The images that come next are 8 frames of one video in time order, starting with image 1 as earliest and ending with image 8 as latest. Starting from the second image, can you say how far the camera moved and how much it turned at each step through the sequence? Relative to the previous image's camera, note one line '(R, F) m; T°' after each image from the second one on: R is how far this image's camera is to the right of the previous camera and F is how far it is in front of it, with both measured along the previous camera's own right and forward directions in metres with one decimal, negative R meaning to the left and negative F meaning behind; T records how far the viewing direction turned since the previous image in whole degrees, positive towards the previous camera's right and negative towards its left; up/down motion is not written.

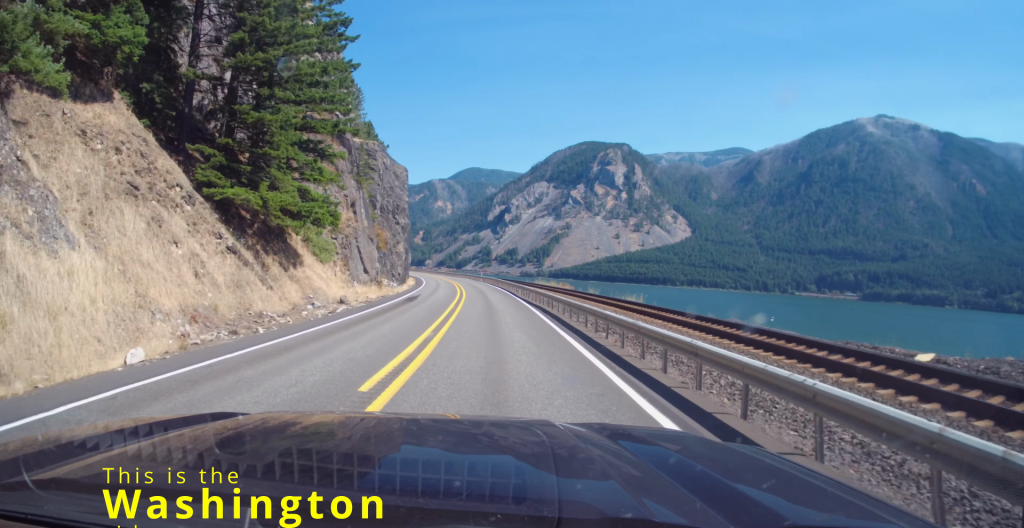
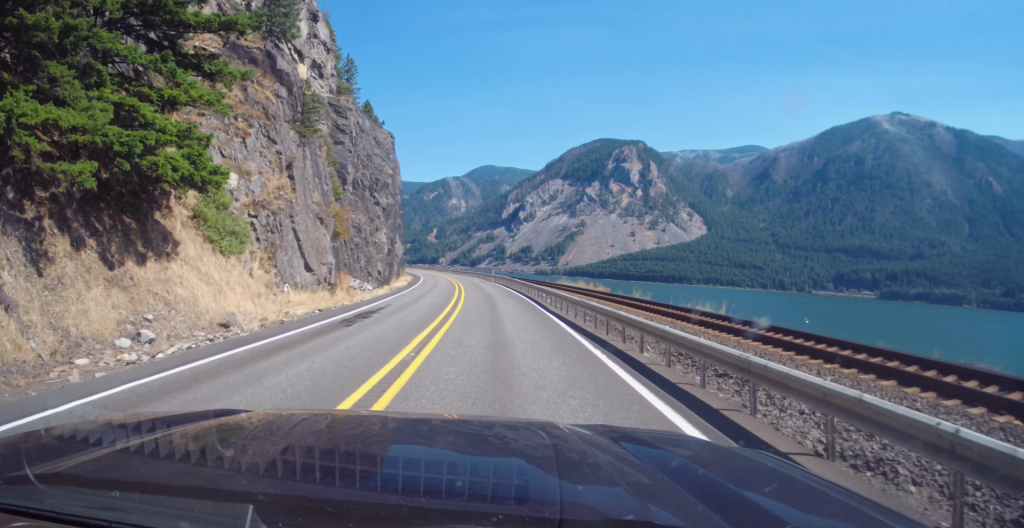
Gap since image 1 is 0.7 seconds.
(-0.1, +17.6) m; -1°
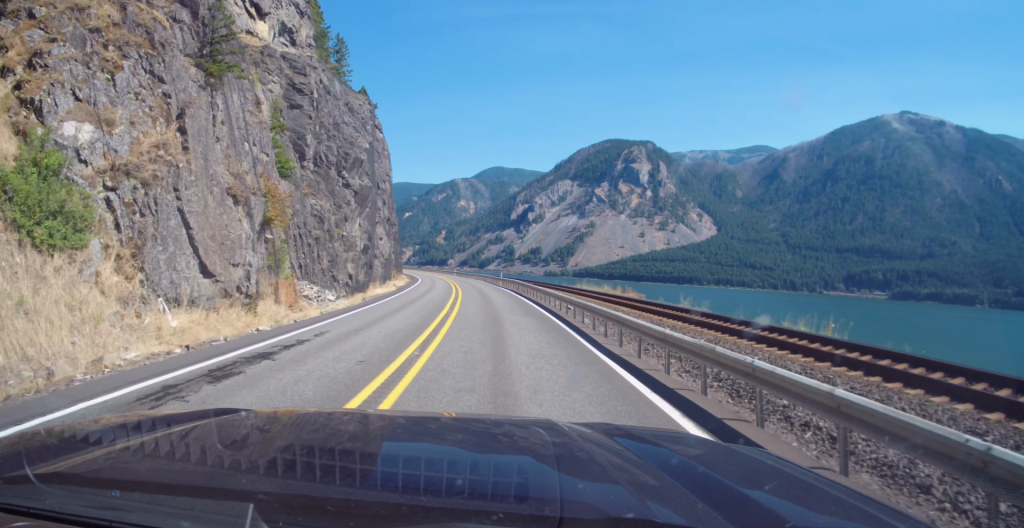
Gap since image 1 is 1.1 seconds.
(-0.2, +11.7) m; -1°
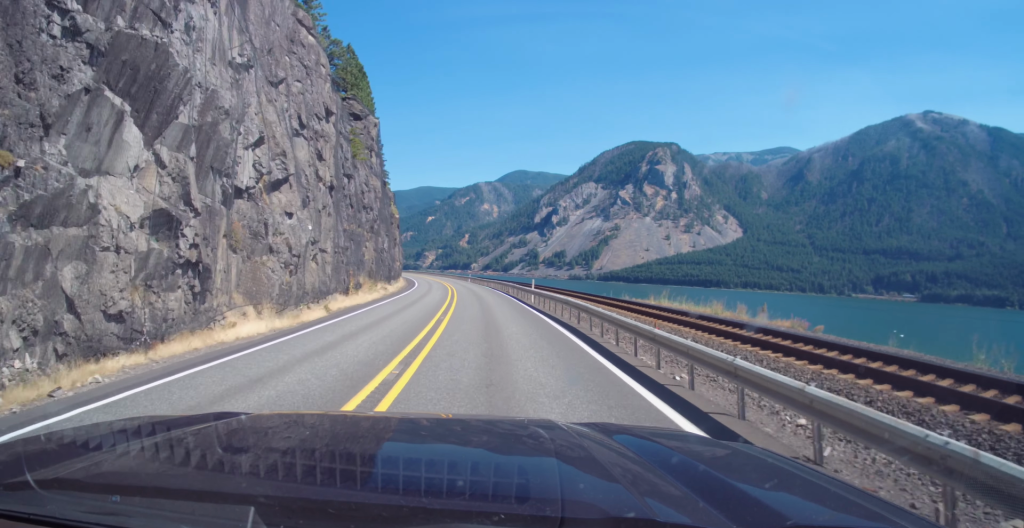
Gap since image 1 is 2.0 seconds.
(-0.3, +25.7) m; -2°
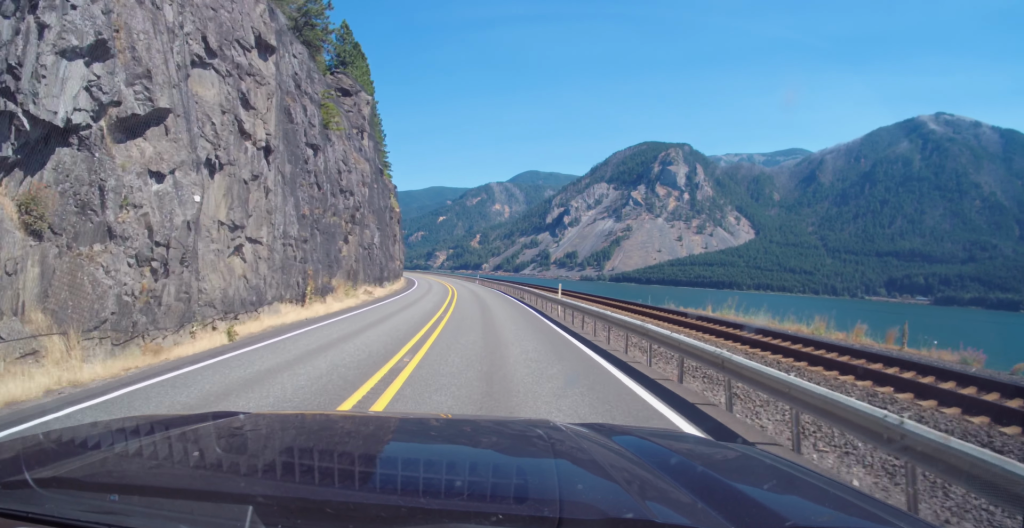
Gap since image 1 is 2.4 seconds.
(0.0, +10.8) m; -1°
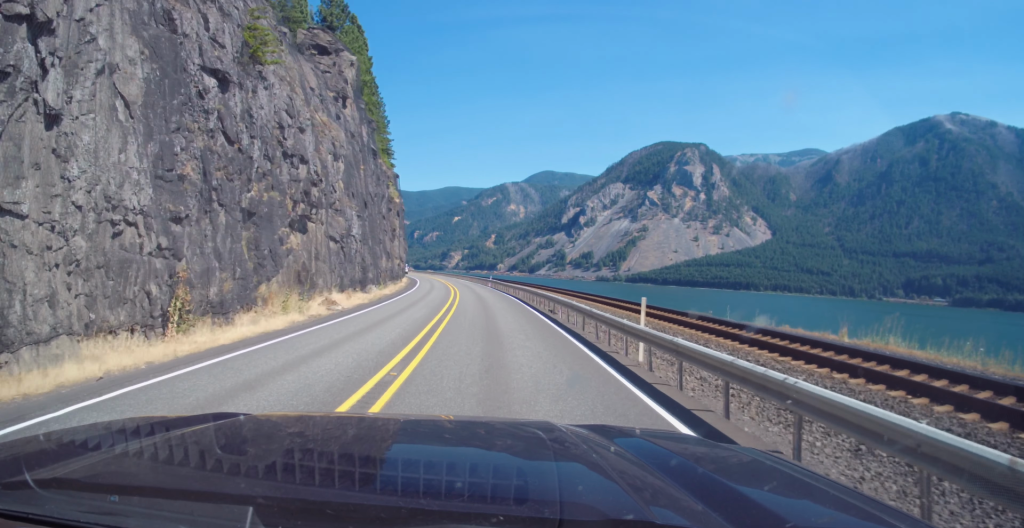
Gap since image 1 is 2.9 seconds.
(-0.4, +13.4) m; -1°
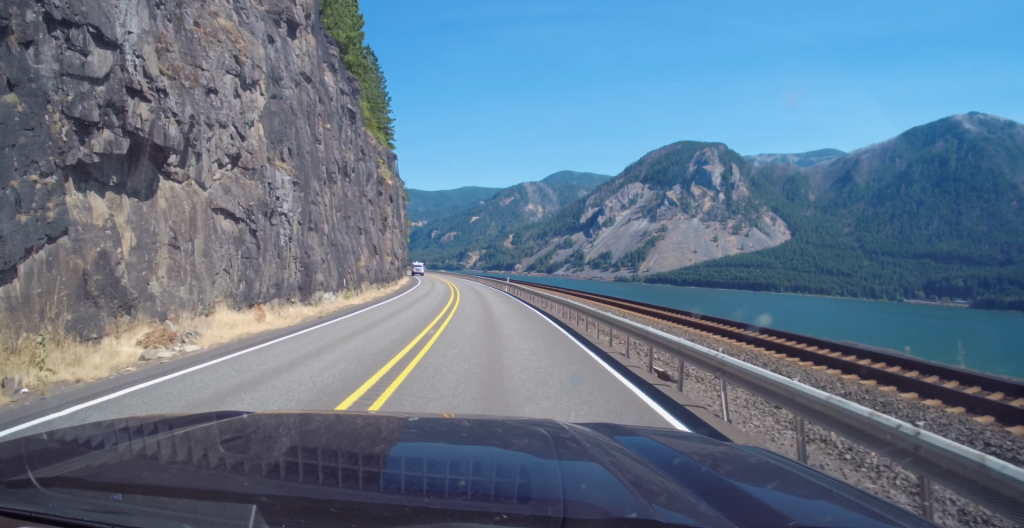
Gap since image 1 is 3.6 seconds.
(-0.3, +17.5) m; -2°
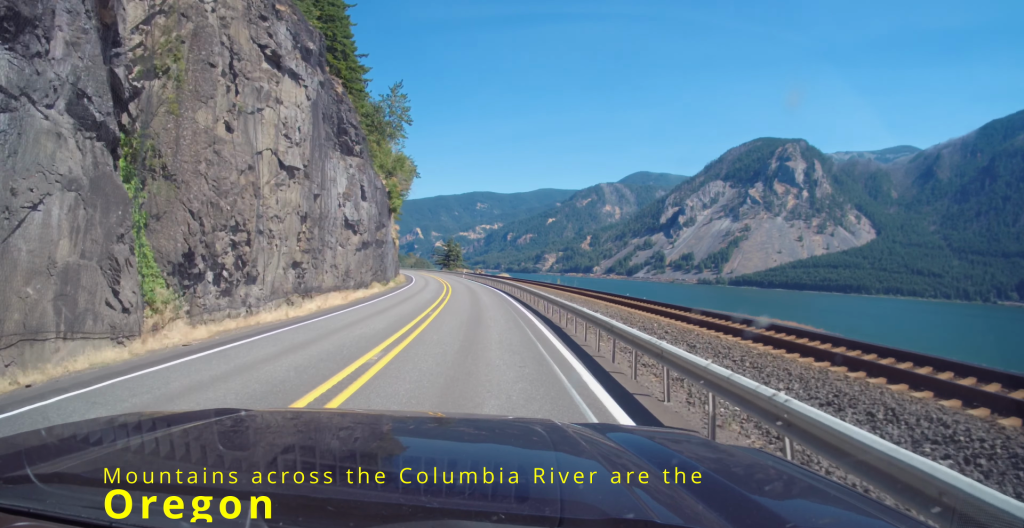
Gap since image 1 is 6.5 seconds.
(-4.6, +78.5) m; -6°
